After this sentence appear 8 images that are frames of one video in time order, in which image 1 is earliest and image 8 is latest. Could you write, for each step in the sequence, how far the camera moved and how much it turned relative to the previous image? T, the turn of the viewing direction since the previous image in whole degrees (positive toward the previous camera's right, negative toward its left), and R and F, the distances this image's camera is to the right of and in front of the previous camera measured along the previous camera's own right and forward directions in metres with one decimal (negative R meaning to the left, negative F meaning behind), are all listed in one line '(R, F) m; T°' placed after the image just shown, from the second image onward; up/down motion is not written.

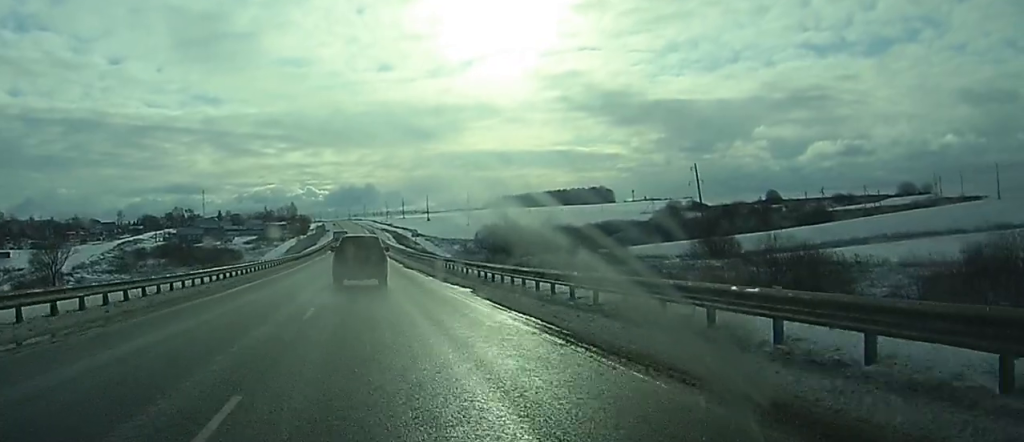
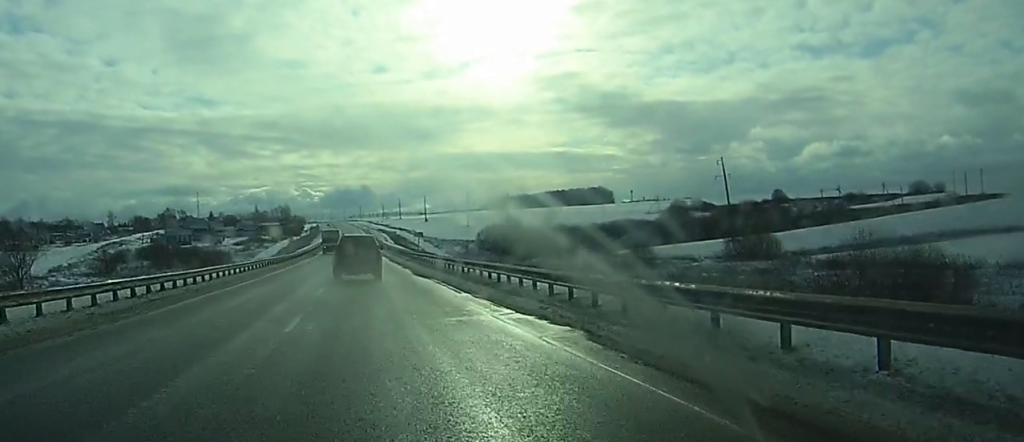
(+0.1, +14.4) m; 0°
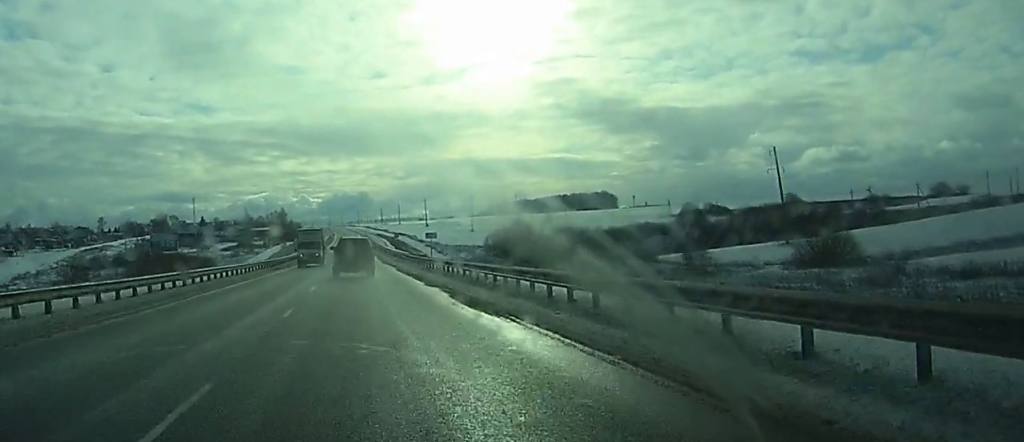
(+0.1, +20.5) m; 0°
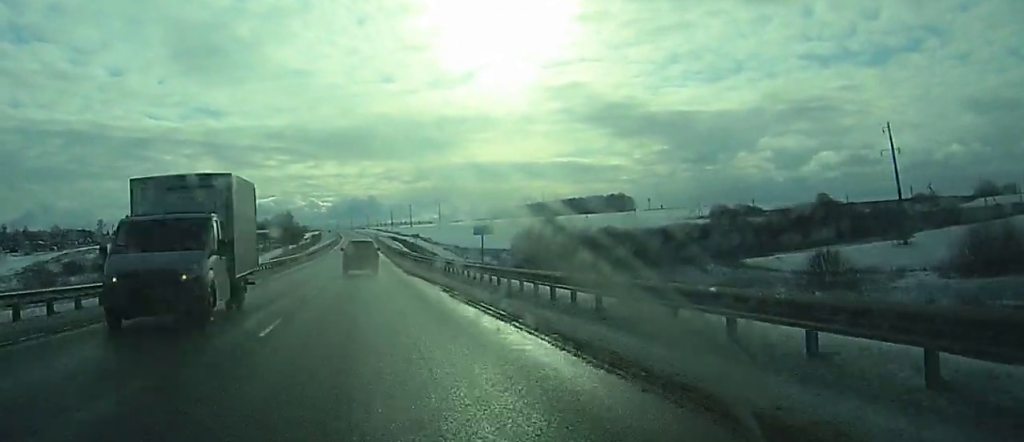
(0.0, +27.4) m; 0°
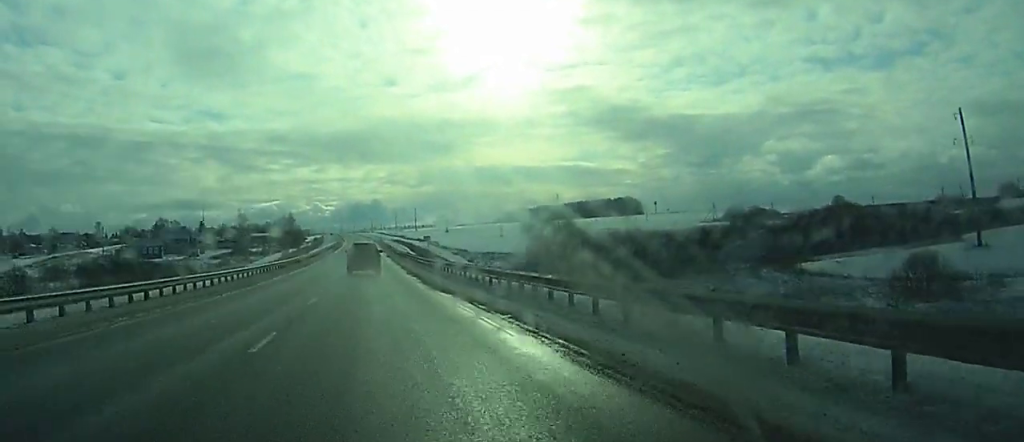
(0.0, +13.1) m; 0°
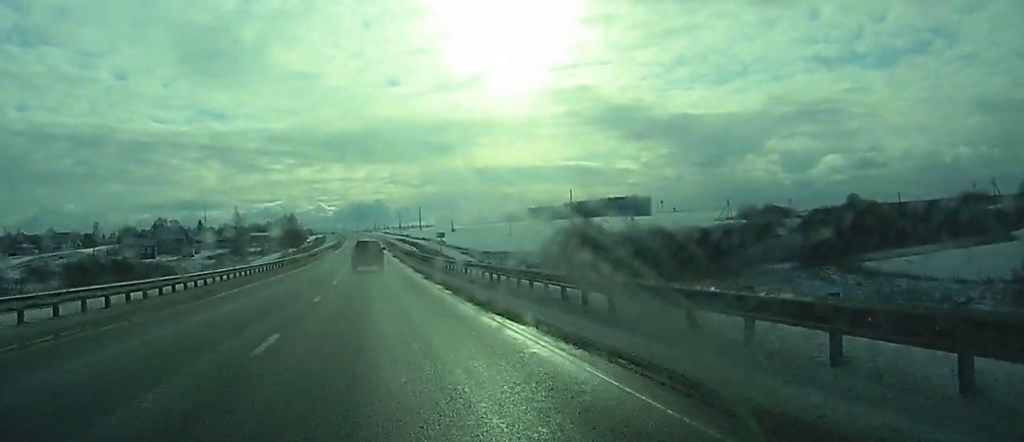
(0.0, +12.4) m; 0°
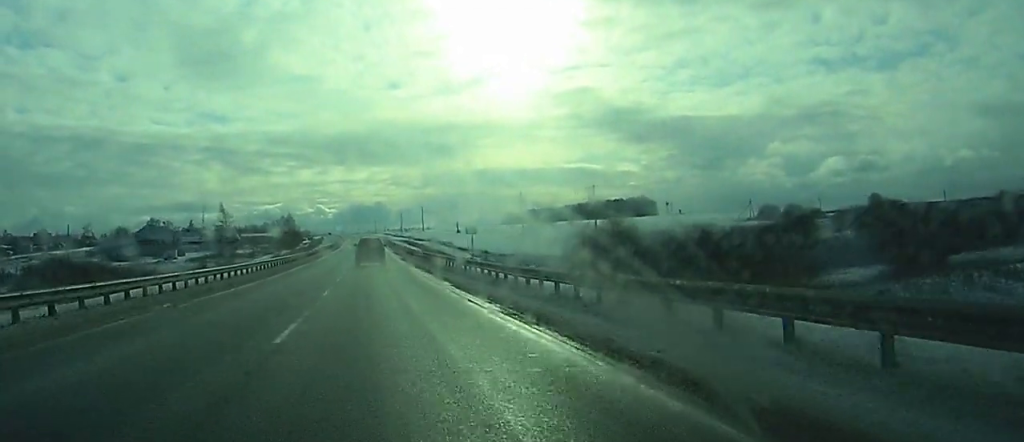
(0.0, +21.9) m; 0°
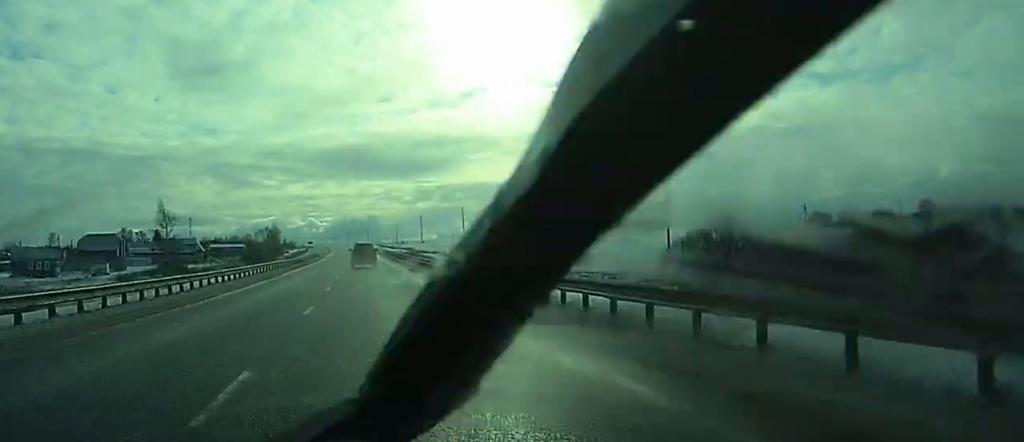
(-0.1, +52.5) m; 0°
